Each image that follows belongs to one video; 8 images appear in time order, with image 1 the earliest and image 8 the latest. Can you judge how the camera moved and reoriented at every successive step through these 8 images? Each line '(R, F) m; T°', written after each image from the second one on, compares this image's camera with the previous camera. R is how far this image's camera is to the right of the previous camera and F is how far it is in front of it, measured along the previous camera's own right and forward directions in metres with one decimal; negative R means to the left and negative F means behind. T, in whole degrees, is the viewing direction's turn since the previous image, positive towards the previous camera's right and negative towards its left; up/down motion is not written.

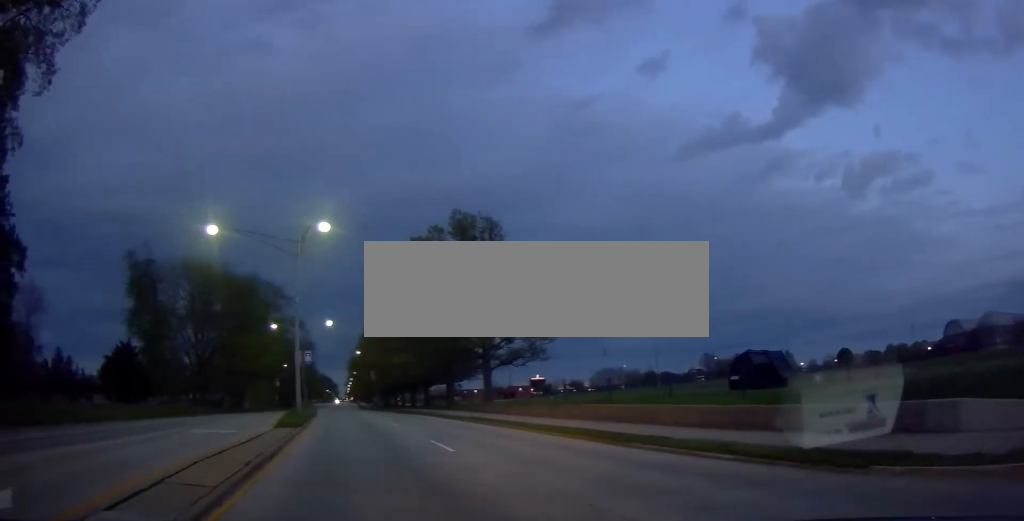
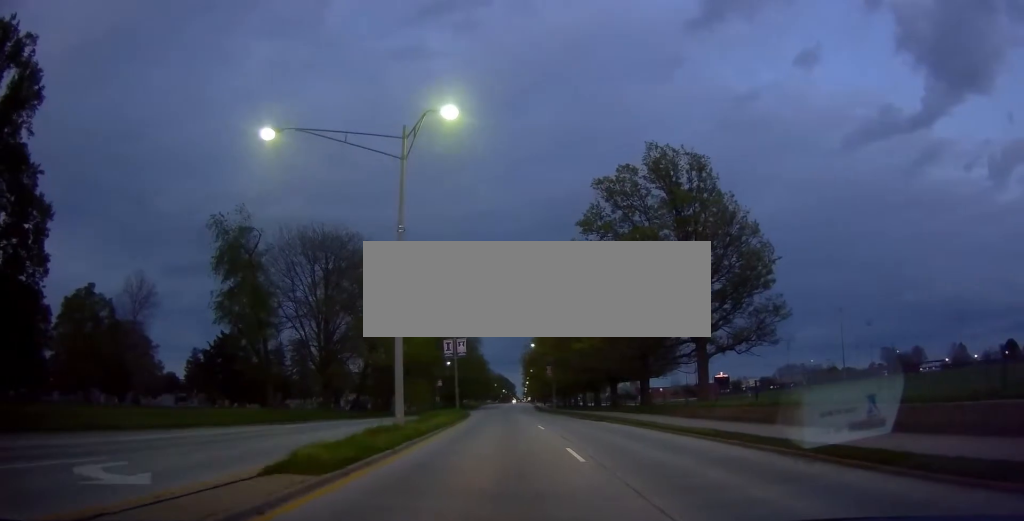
(-3.0, +12.3) m; -20°
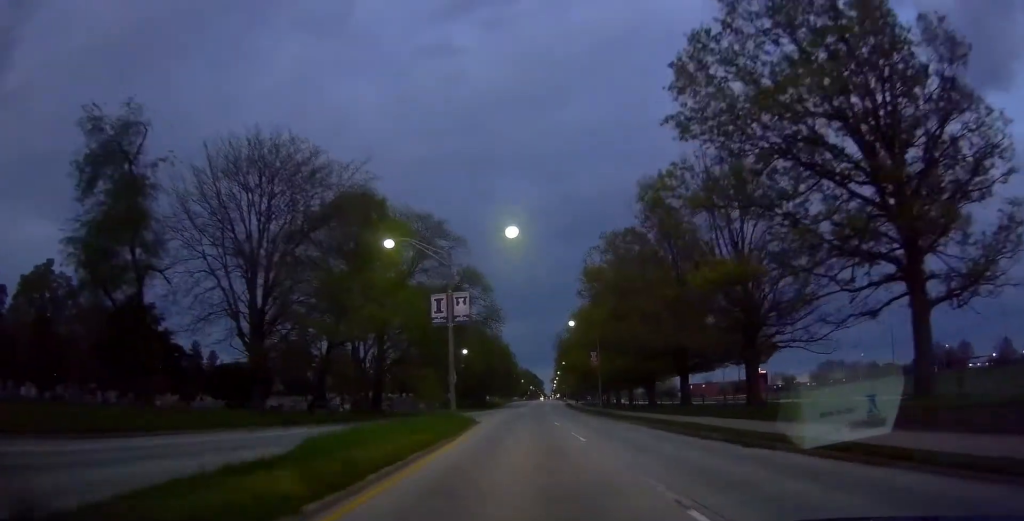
(-1.1, +19.5) m; -5°
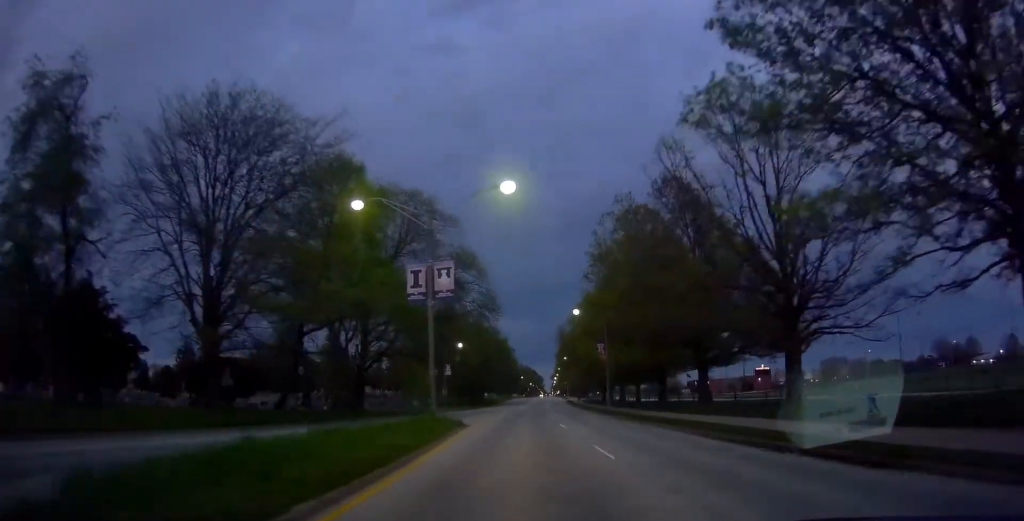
(-0.1, +5.8) m; -1°
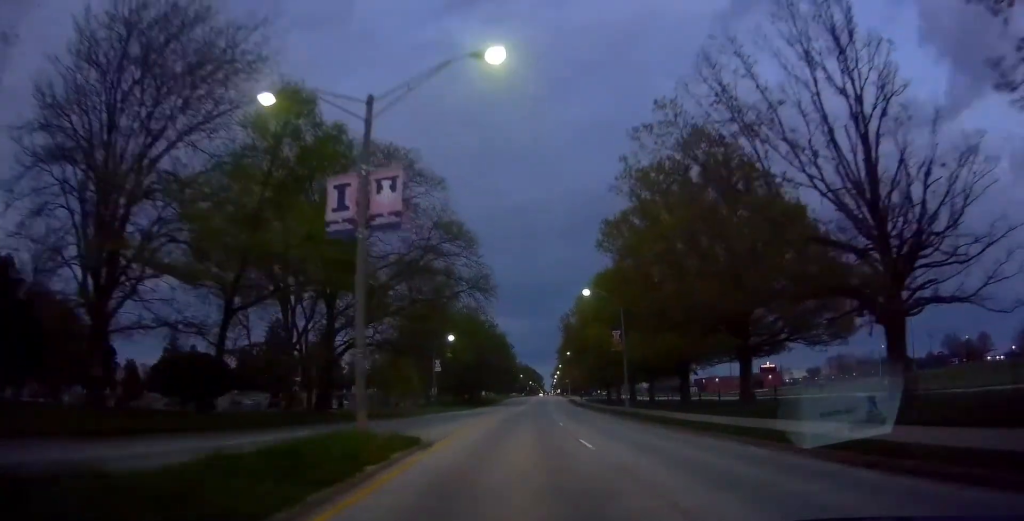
(0.0, +9.5) m; 0°
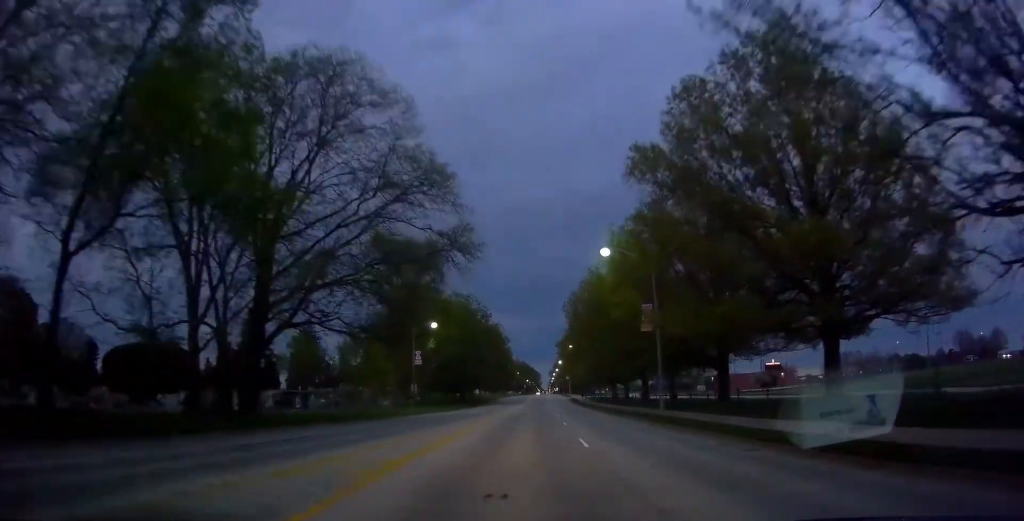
(0.0, +12.0) m; +2°
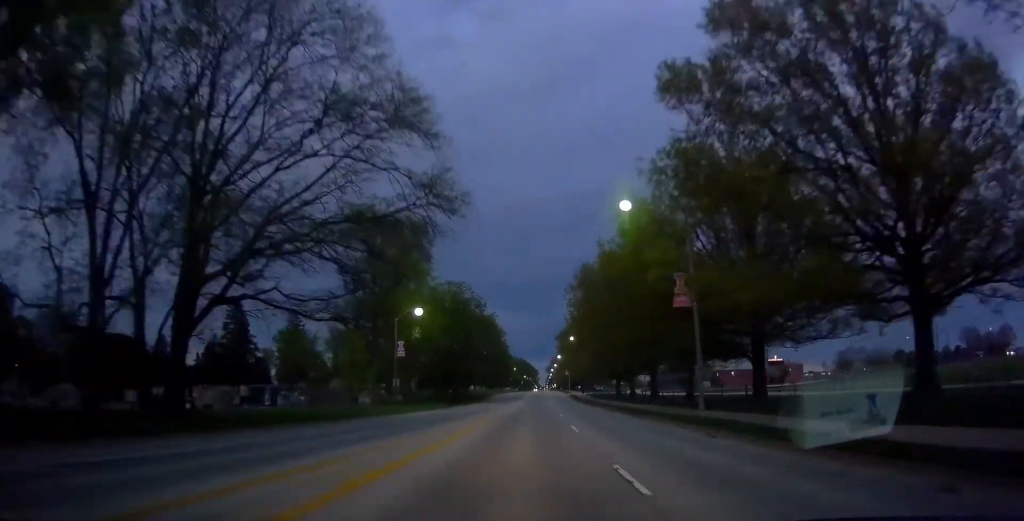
(0.0, +7.4) m; +1°
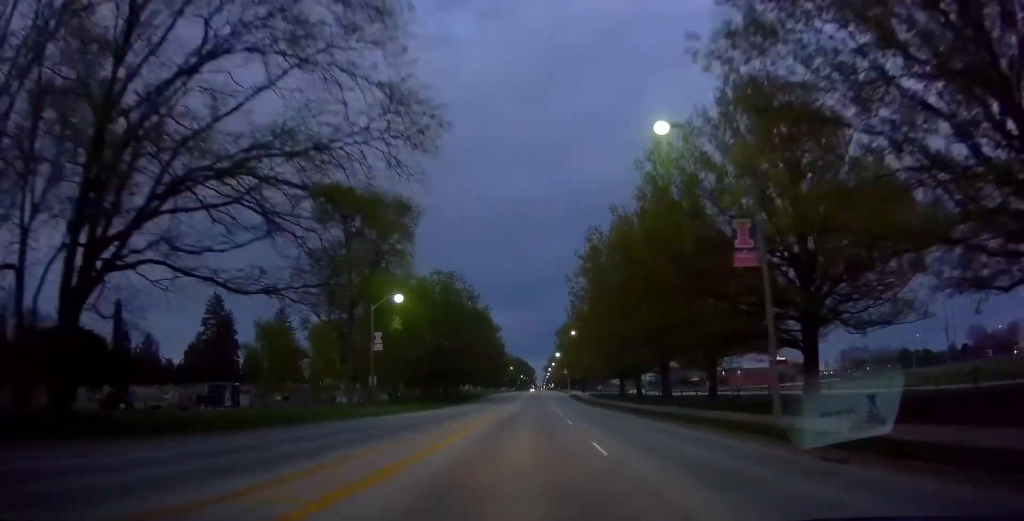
(+0.3, +7.7) m; 0°
